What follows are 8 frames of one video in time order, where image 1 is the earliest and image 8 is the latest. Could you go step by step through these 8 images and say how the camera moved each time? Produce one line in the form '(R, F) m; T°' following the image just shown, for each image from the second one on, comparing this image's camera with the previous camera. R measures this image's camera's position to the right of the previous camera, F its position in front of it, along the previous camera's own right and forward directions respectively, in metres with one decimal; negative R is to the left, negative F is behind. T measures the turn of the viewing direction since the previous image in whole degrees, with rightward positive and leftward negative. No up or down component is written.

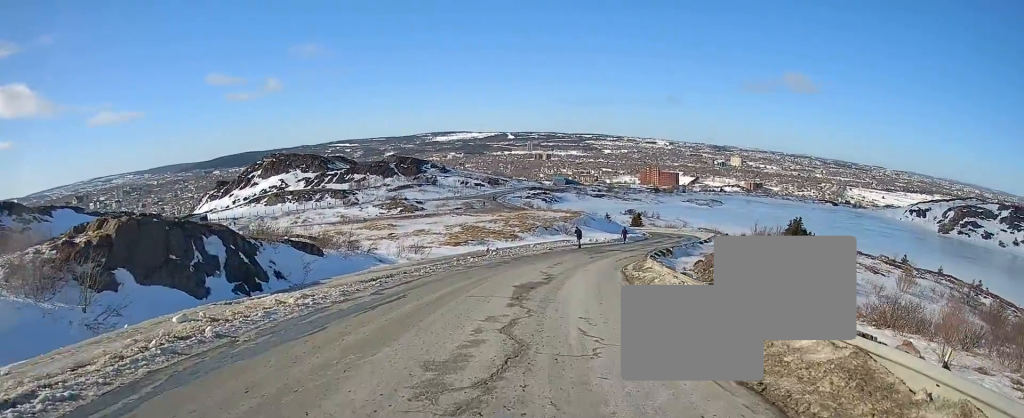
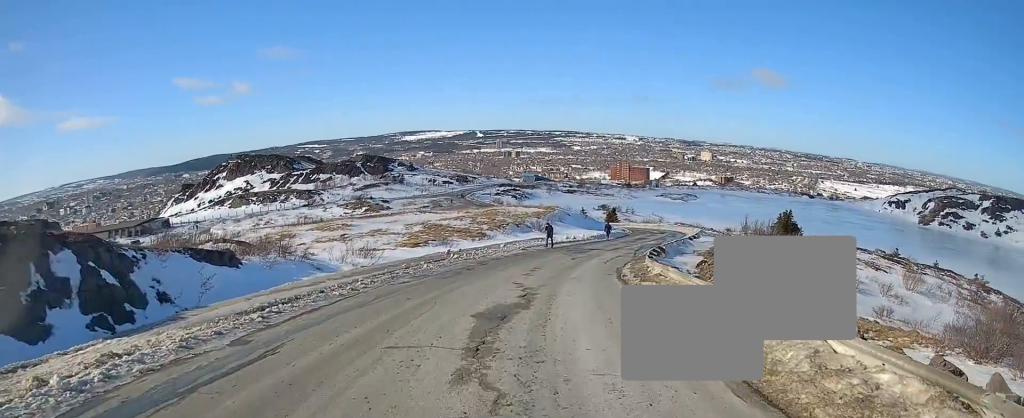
(+0.4, +6.9) m; +4°
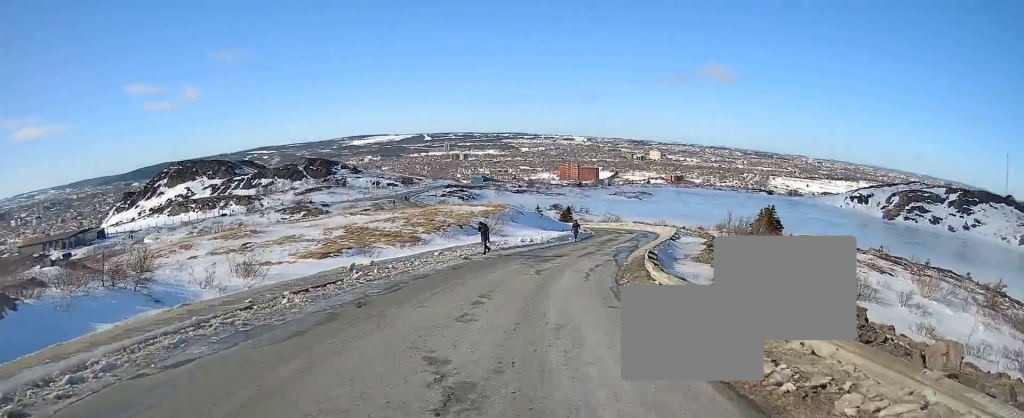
(+0.5, +10.9) m; +3°
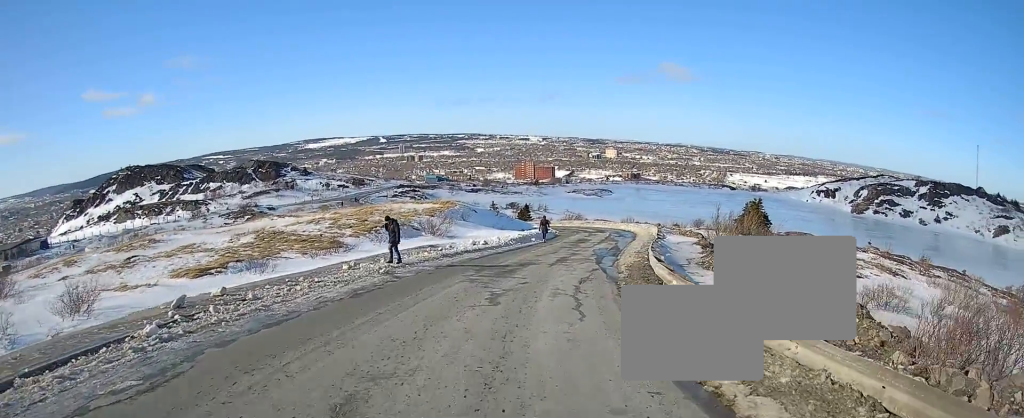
(+0.1, +9.7) m; +2°
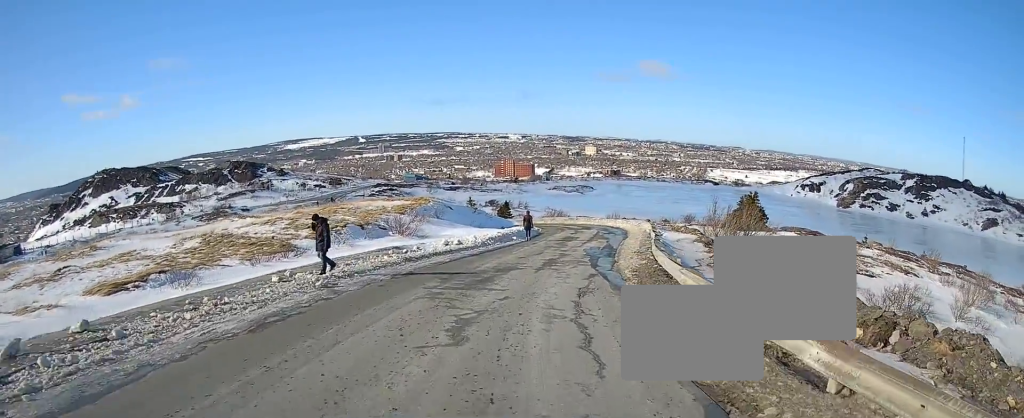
(-0.1, +4.6) m; +2°
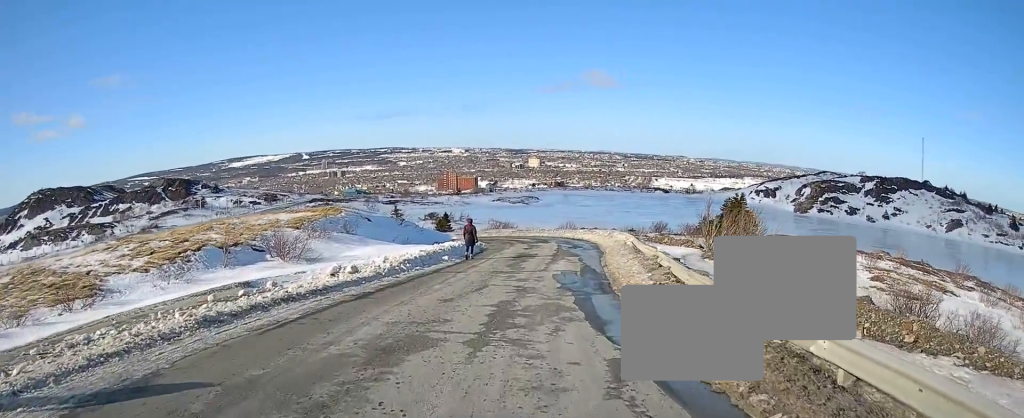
(+0.7, +11.6) m; +8°
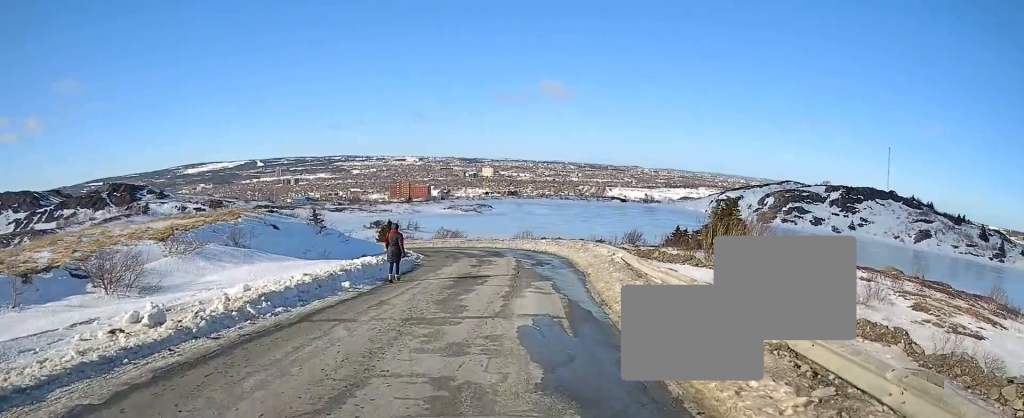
(+0.6, +9.4) m; +2°
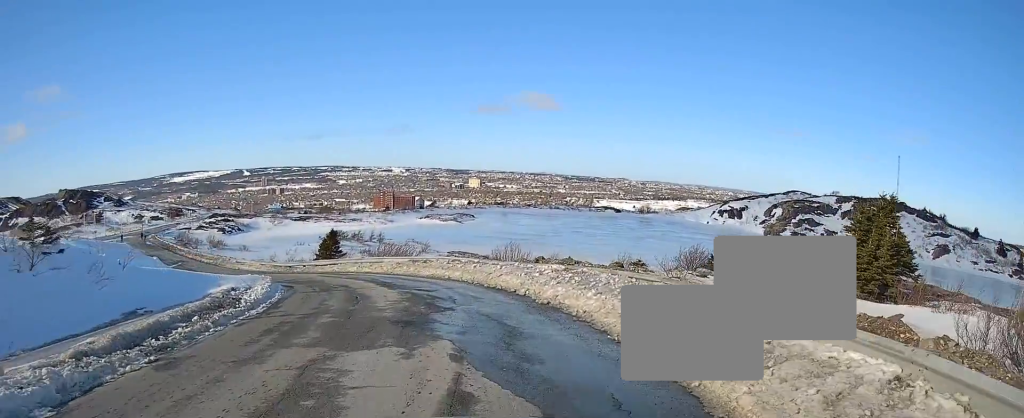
(+0.2, +22.8) m; -2°
